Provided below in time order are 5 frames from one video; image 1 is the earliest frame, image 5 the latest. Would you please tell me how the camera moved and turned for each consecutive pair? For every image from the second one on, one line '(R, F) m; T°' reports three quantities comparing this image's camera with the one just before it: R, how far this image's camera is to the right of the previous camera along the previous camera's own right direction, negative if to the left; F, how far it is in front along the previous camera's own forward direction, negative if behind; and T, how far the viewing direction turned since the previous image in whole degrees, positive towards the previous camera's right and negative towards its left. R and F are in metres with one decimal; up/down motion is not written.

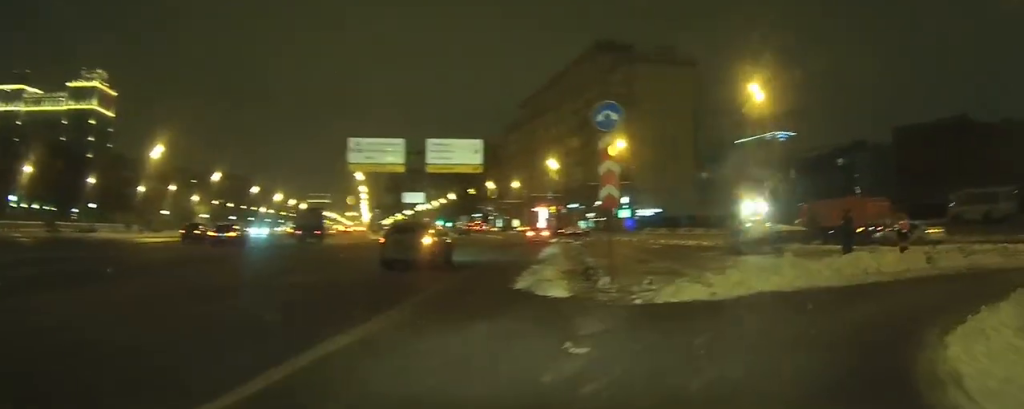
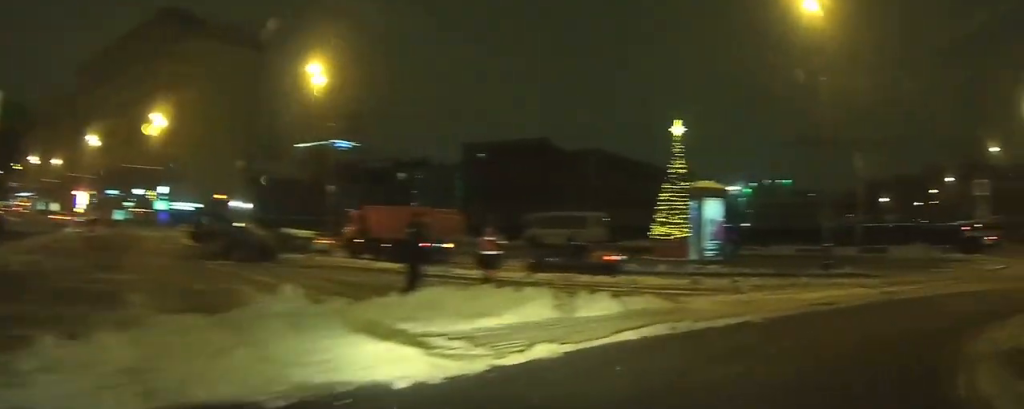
(+2.5, +7.5) m; +37°
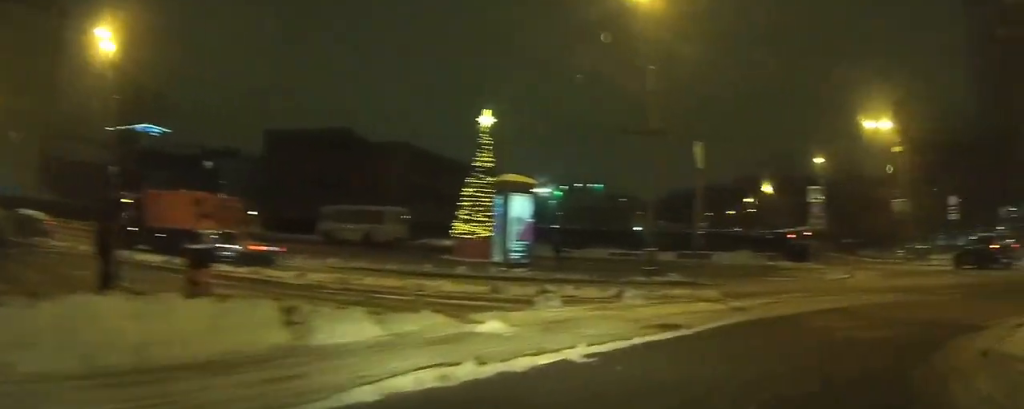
(+0.6, +3.1) m; +21°
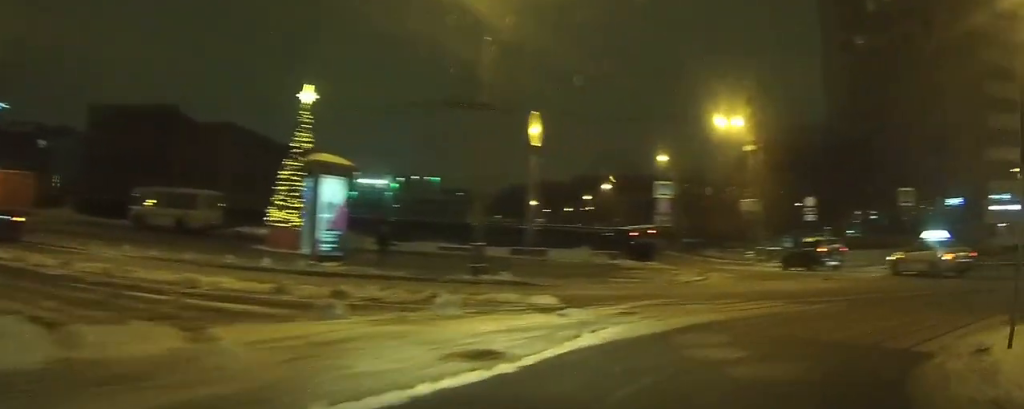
(+0.2, +2.7) m; +19°
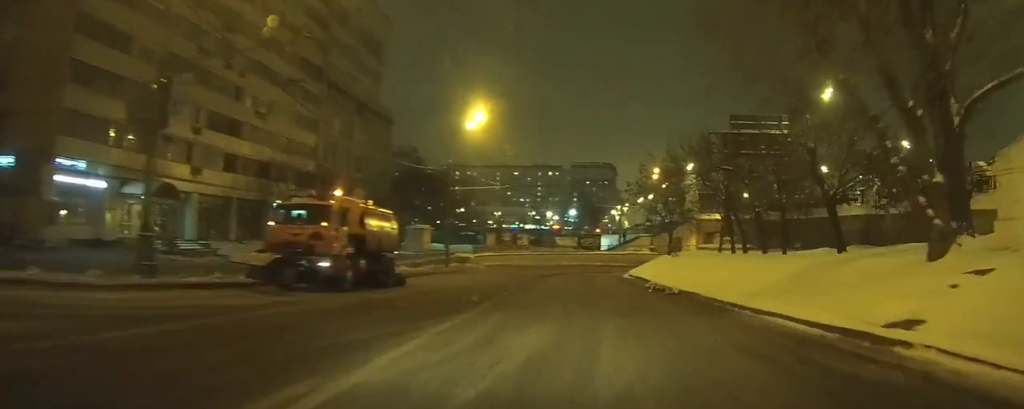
(+13.4, +14.3) m; +71°
